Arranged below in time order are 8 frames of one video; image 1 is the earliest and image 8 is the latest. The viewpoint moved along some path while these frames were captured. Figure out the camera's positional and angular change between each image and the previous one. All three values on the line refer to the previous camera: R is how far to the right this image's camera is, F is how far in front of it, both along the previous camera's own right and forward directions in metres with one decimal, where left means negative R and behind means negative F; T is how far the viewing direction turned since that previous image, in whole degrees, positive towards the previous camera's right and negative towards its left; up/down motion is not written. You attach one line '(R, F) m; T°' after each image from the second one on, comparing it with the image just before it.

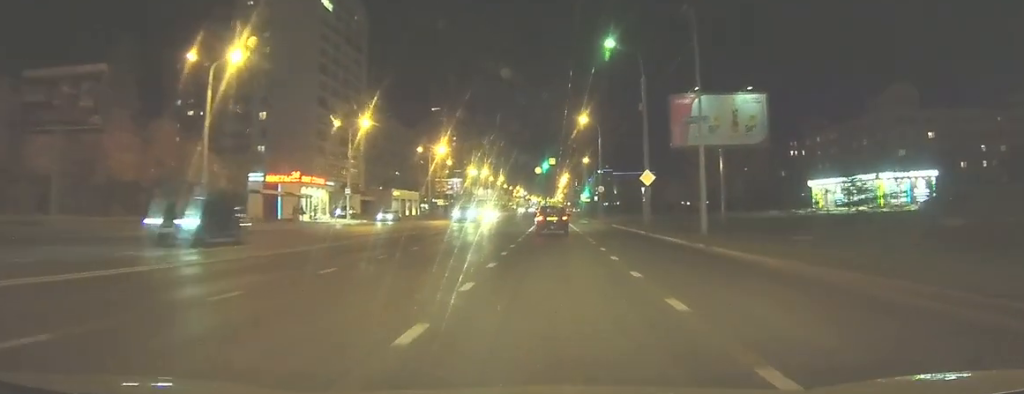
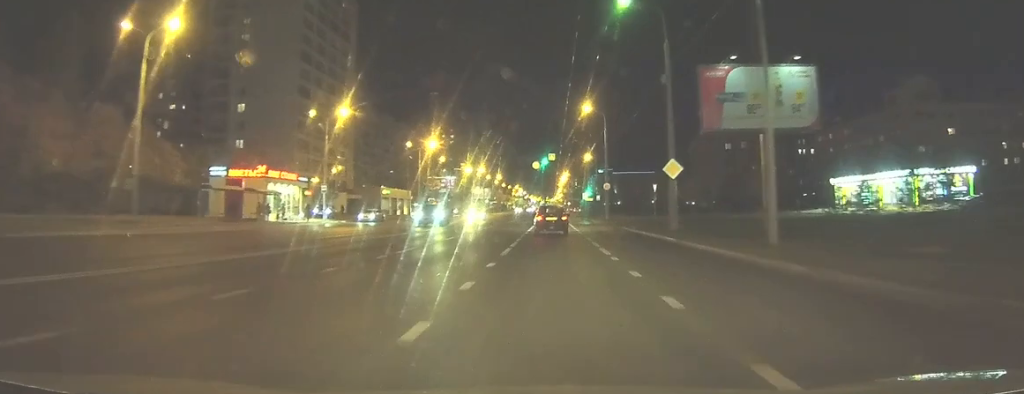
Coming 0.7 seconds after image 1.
(+0.1, +7.9) m; 0°
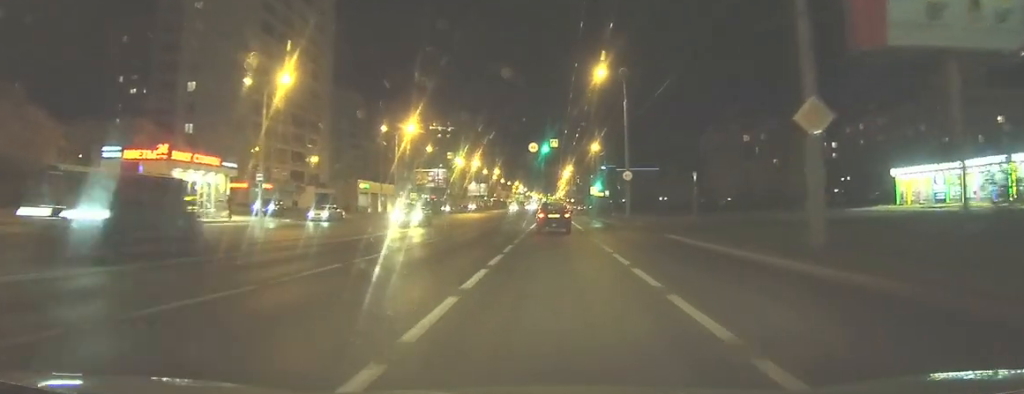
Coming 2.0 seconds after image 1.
(-0.1, +15.8) m; -1°
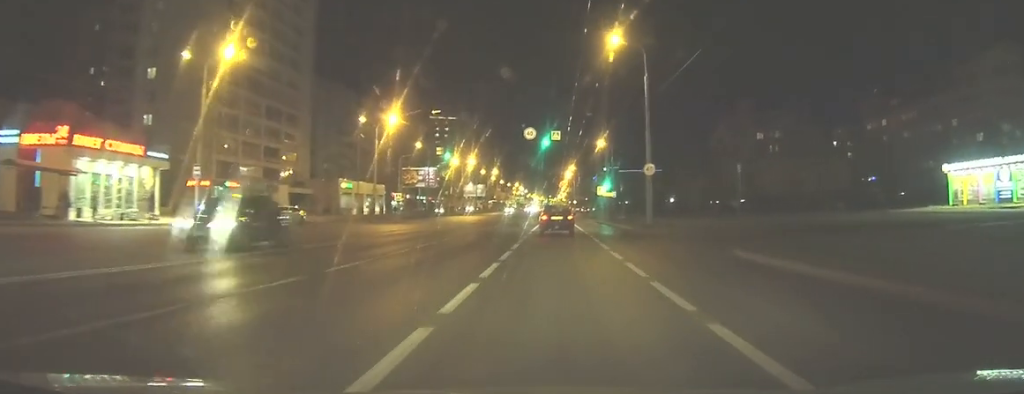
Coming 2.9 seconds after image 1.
(-0.1, +10.0) m; 0°
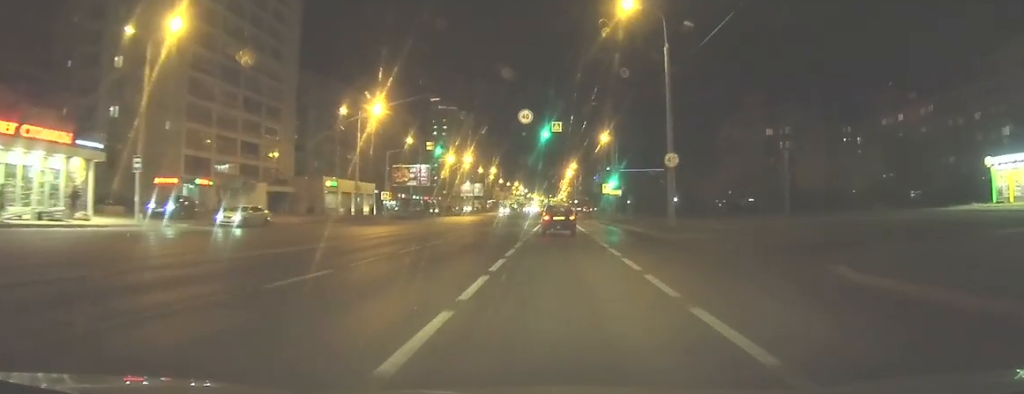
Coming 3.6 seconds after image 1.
(0.0, +6.9) m; 0°
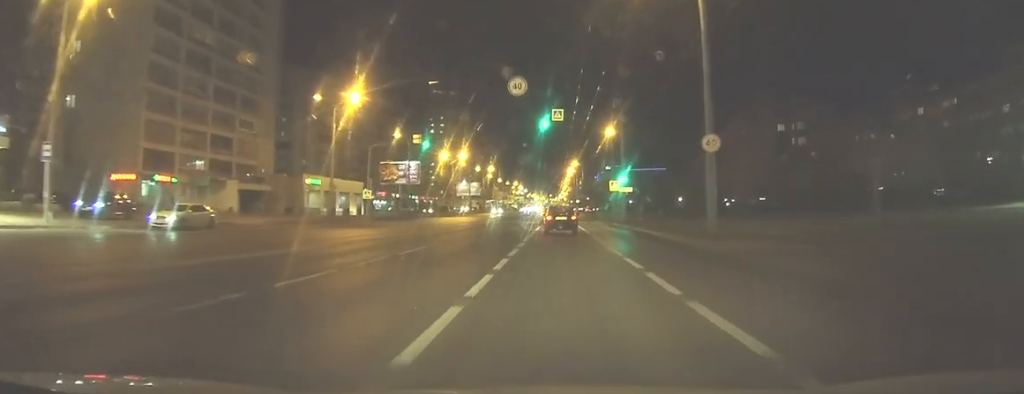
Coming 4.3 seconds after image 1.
(0.0, +7.8) m; 0°
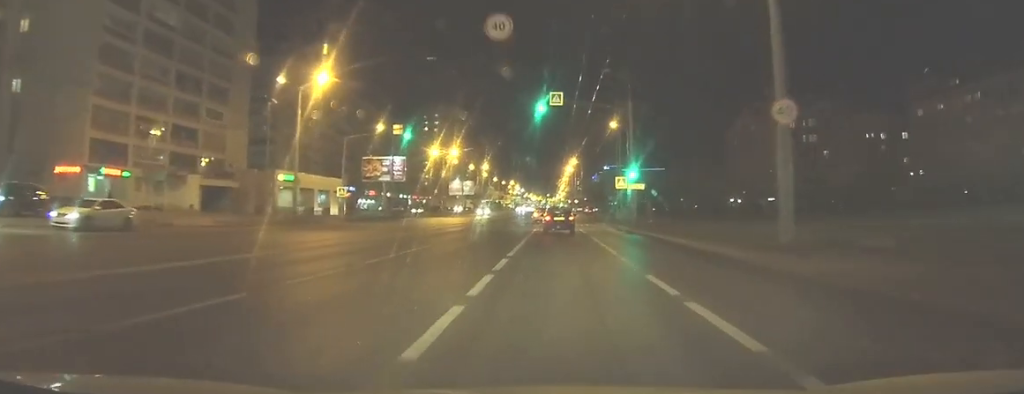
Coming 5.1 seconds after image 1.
(0.0, +8.0) m; 0°
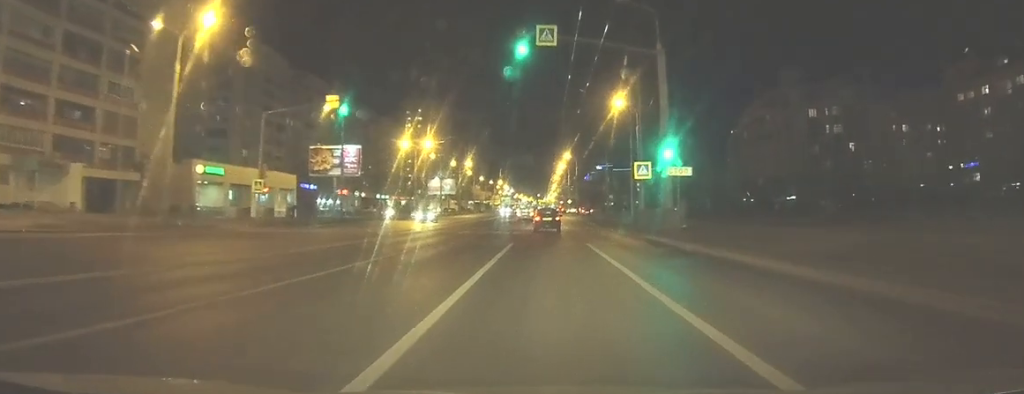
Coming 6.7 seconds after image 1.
(-0.1, +16.9) m; -1°
